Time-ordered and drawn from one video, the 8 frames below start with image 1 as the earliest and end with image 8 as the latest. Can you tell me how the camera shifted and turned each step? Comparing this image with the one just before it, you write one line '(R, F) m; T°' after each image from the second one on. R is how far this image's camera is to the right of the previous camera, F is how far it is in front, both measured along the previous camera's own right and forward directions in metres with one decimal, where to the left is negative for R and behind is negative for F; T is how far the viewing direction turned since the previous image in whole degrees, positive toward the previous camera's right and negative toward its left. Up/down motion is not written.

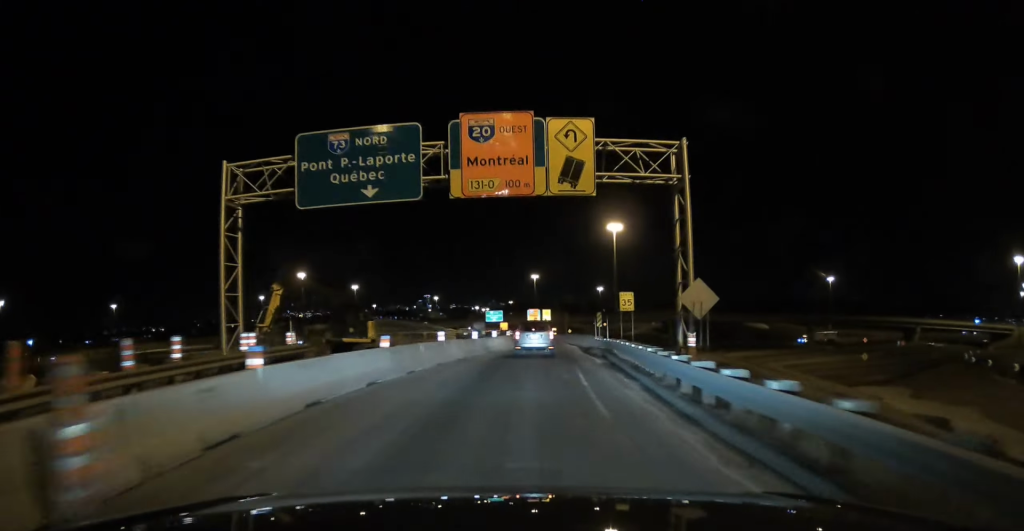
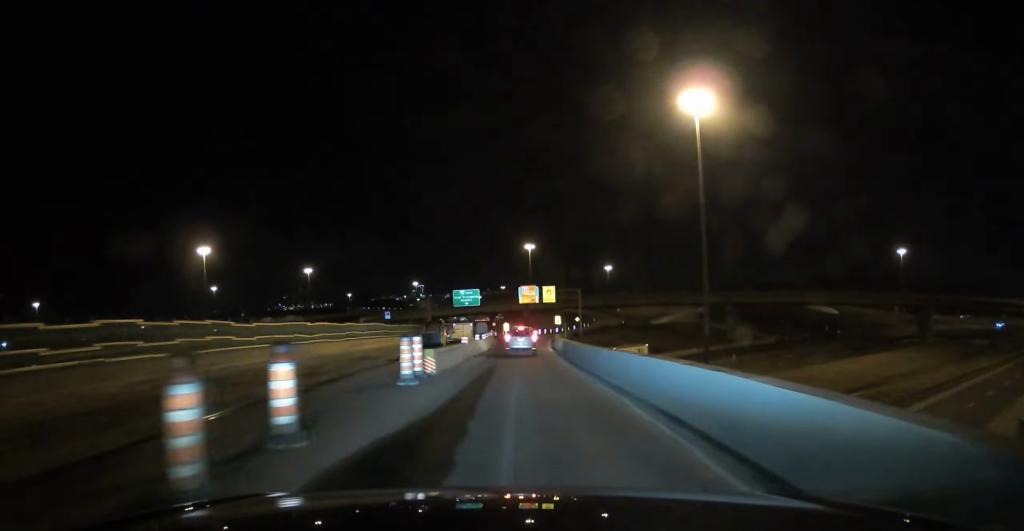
(+1.1, +82.9) m; +2°
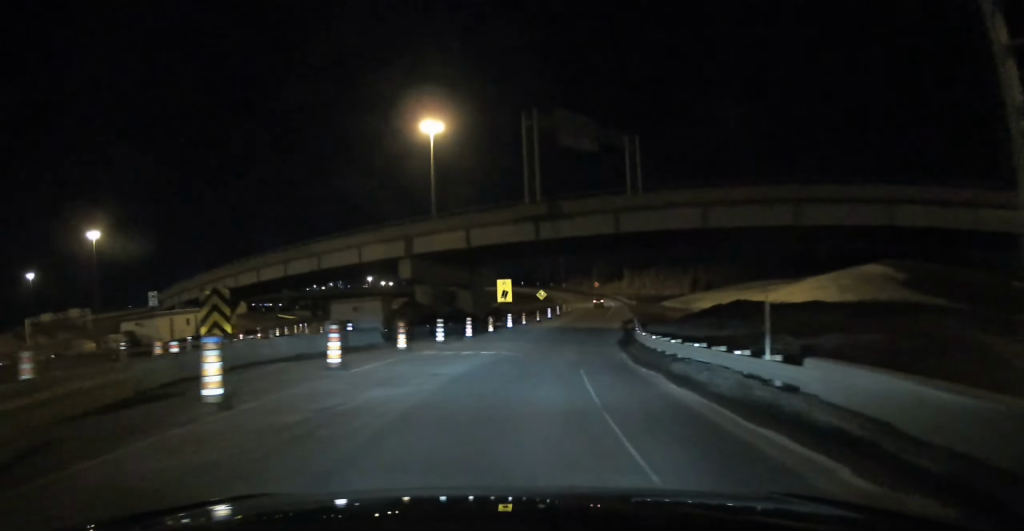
(+4.5, +134.2) m; +7°
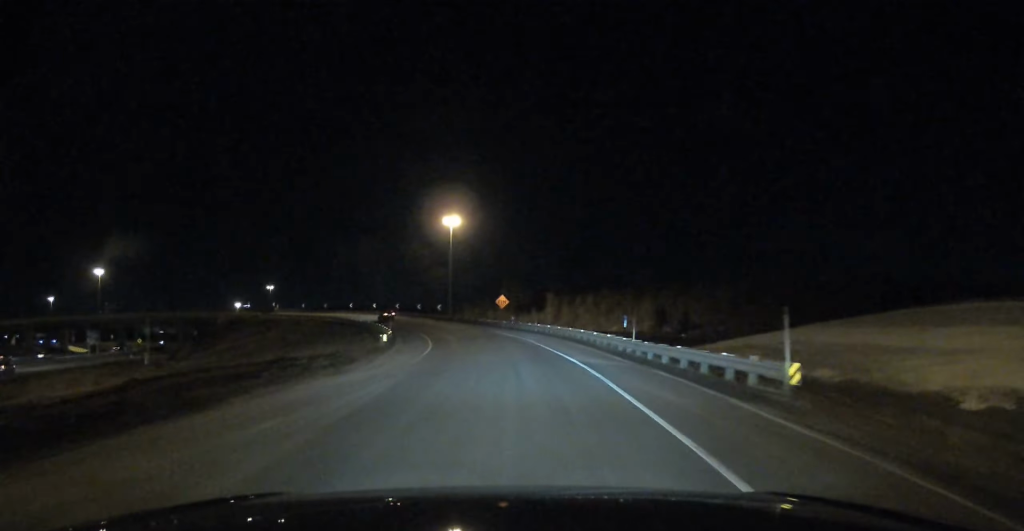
(+6.8, +98.5) m; -3°
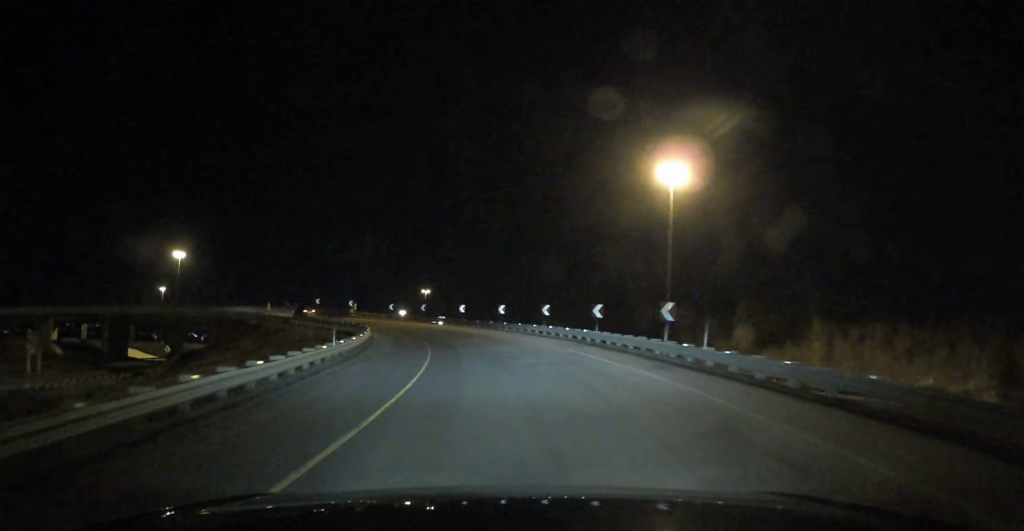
(-3.4, +71.8) m; -17°
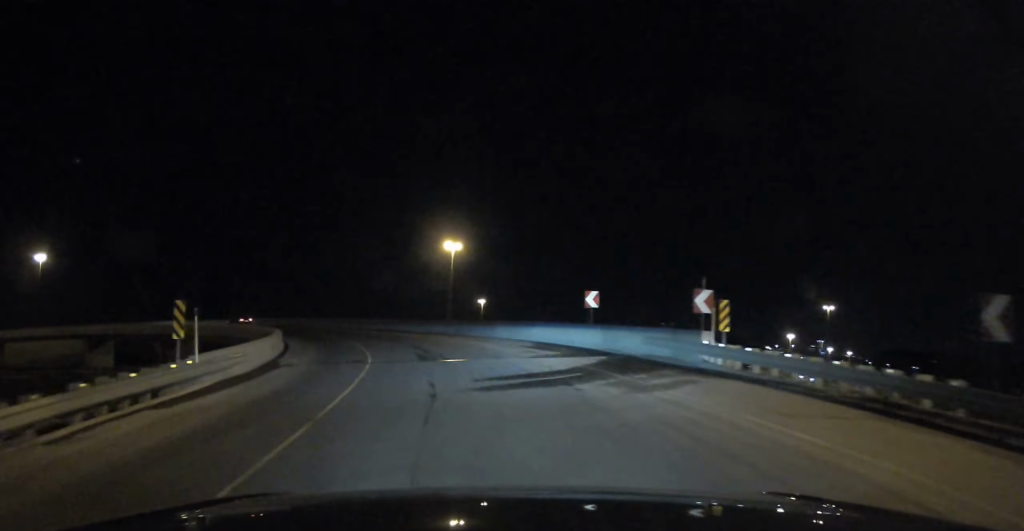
(-19.5, +69.3) m; -32°
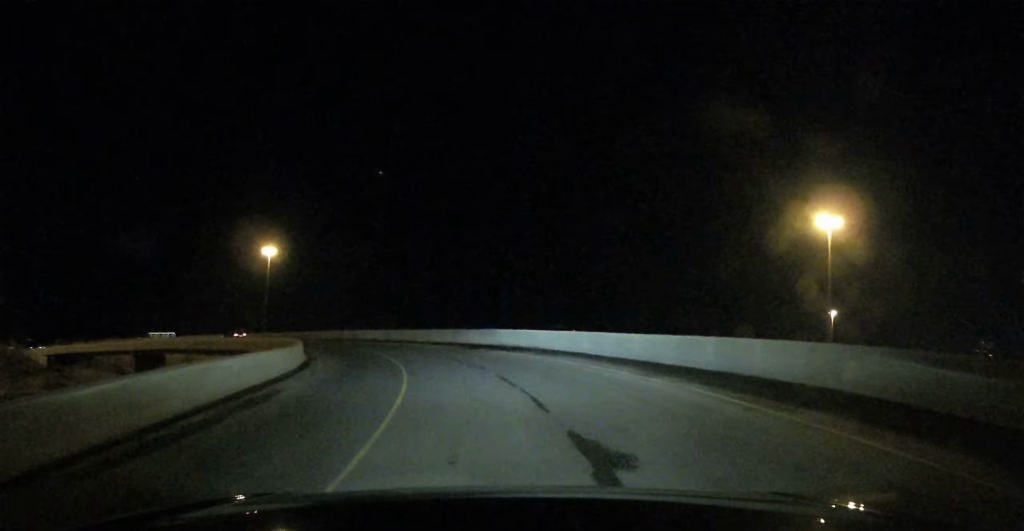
(-14.2, +46.8) m; -28°
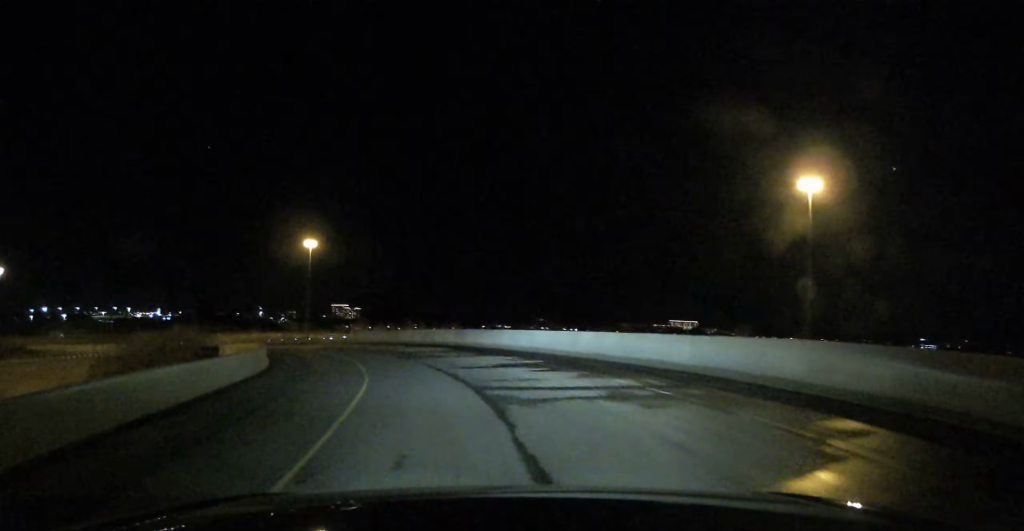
(-37.2, +77.9) m; -52°
